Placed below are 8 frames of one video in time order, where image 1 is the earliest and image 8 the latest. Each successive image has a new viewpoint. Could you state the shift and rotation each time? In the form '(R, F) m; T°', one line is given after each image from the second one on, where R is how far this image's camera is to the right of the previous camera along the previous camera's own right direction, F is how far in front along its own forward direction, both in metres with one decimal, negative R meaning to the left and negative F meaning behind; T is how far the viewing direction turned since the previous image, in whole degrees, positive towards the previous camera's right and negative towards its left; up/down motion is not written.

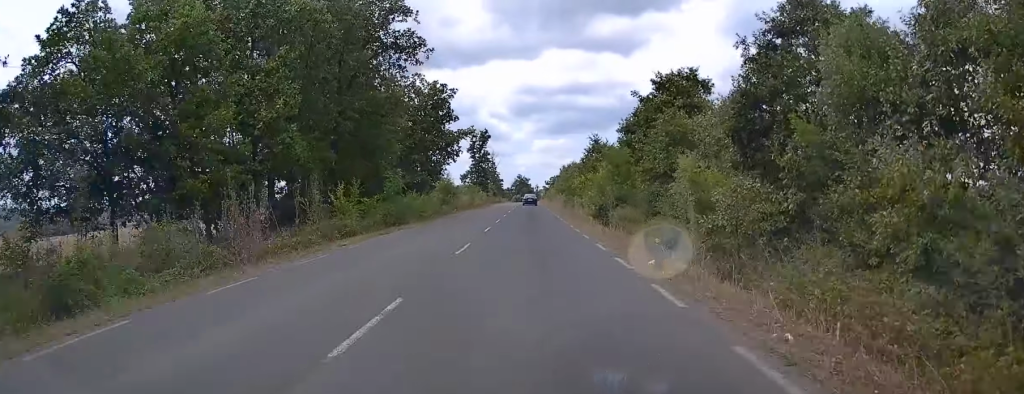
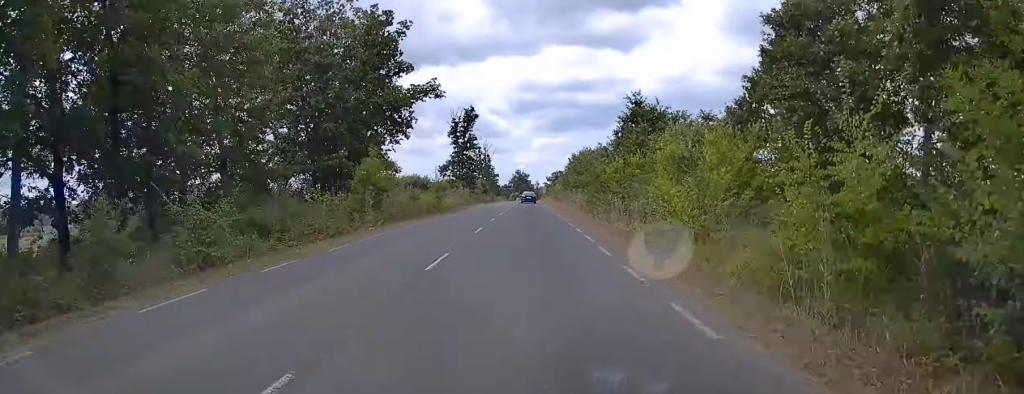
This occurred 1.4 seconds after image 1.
(+0.5, +30.0) m; 0°
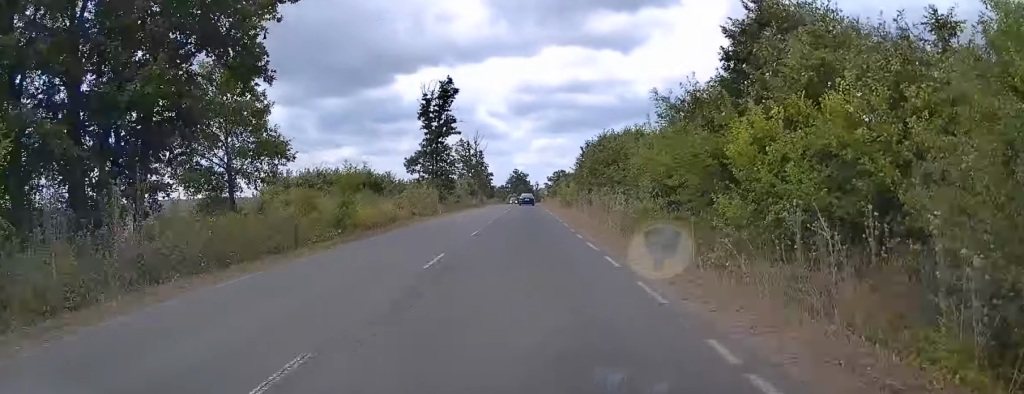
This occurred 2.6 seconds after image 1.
(-0.2, +26.4) m; 0°
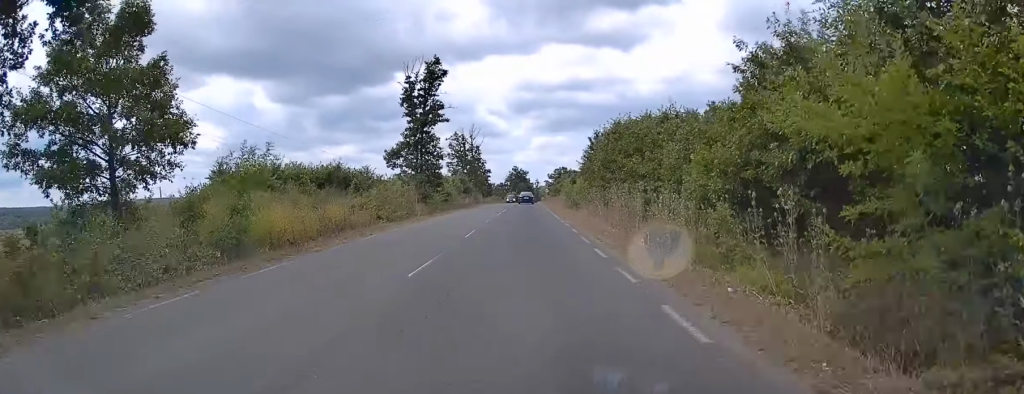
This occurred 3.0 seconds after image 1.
(0.0, +10.3) m; 0°
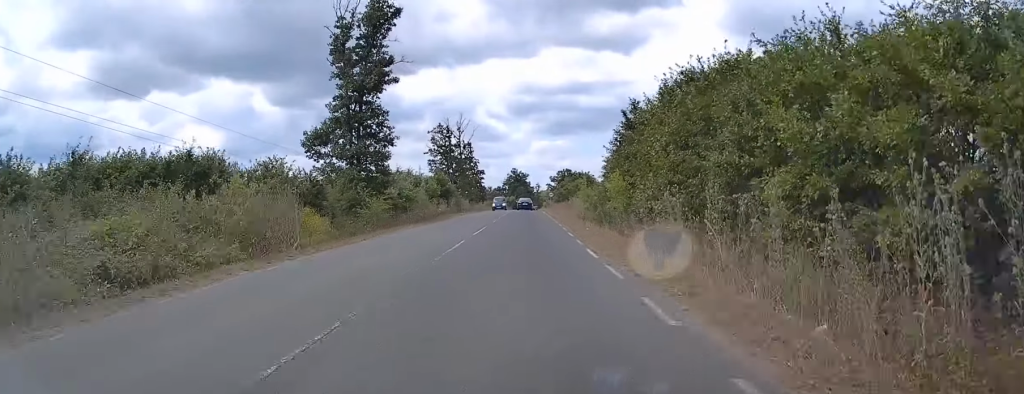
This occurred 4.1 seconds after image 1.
(0.0, +23.5) m; 0°
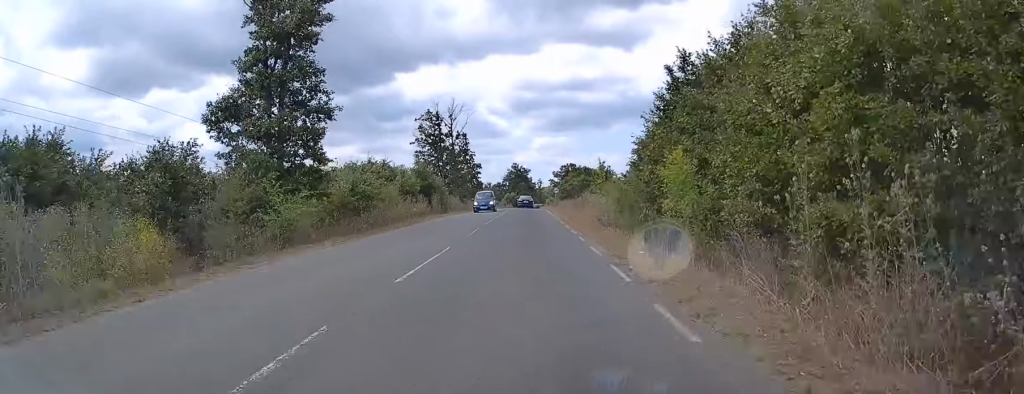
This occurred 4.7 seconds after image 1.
(0.0, +13.2) m; 0°
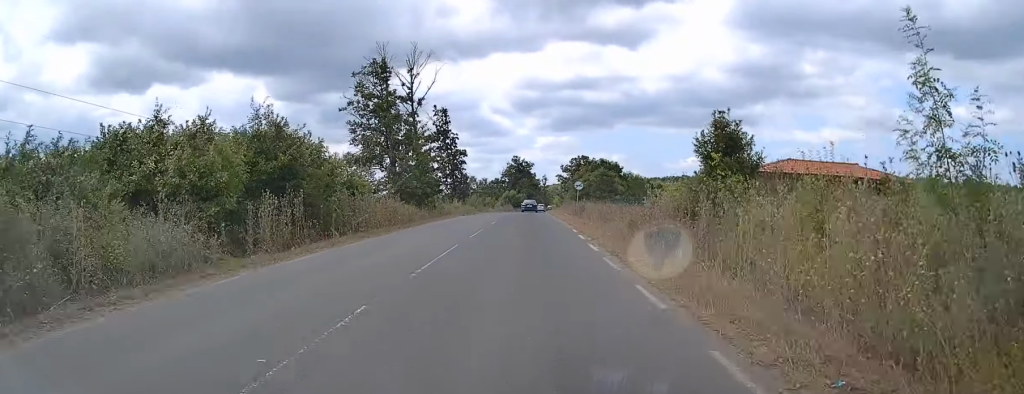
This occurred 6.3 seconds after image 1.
(+0.1, +34.8) m; 0°
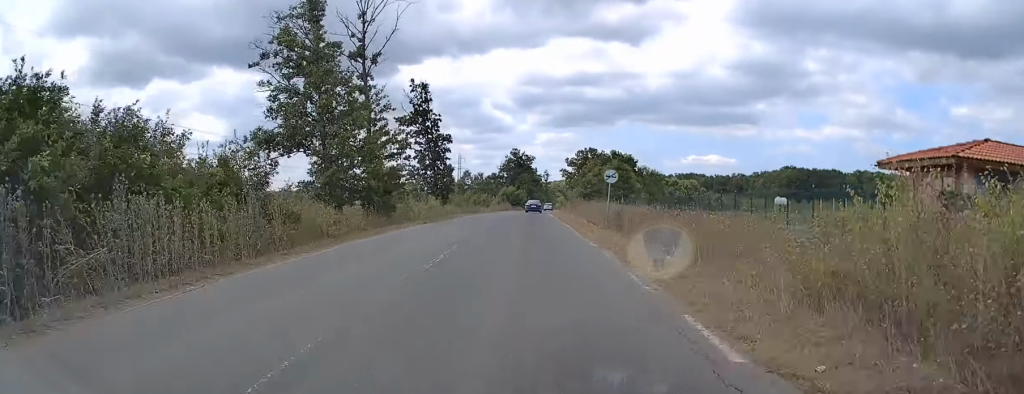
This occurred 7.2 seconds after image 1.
(0.0, +18.7) m; 0°
